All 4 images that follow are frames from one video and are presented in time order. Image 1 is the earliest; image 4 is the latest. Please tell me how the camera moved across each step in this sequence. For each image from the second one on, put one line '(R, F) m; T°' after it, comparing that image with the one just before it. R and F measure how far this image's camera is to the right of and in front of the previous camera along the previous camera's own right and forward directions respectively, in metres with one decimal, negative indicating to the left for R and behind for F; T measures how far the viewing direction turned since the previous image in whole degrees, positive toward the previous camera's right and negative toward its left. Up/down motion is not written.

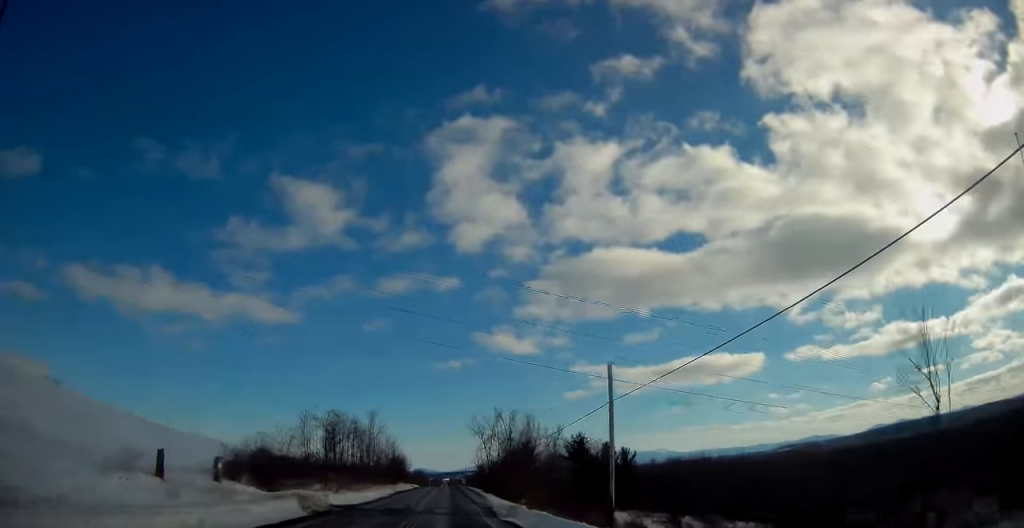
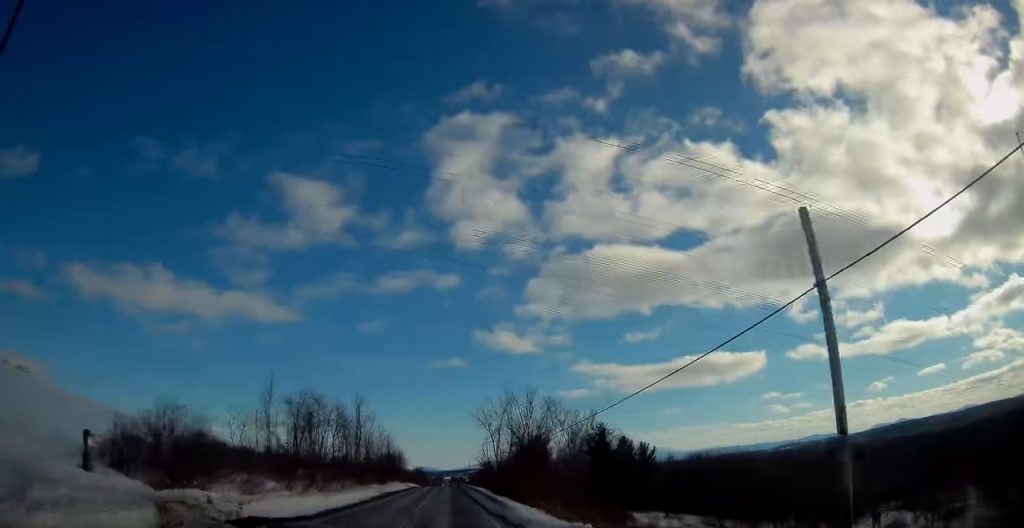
(+0.2, +14.2) m; 0°
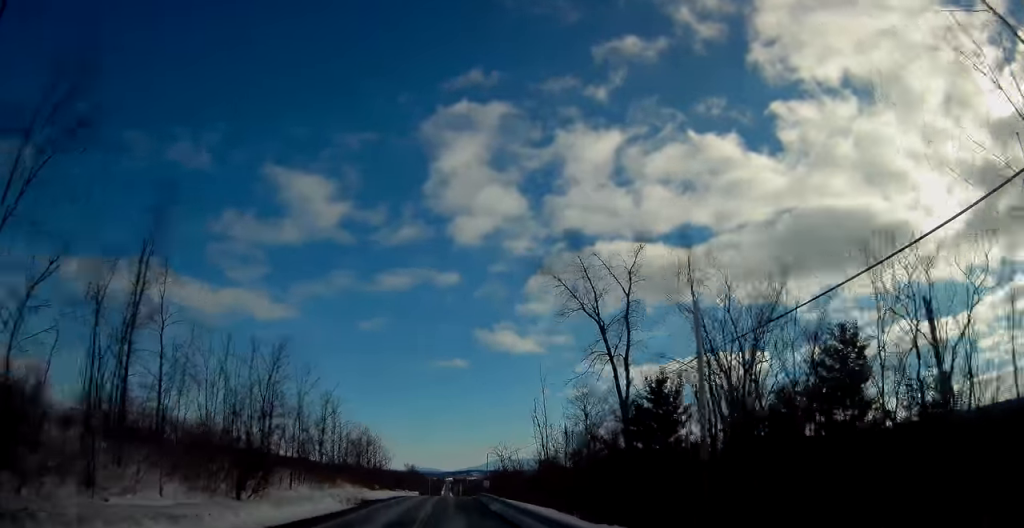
(-0.6, +59.8) m; 0°
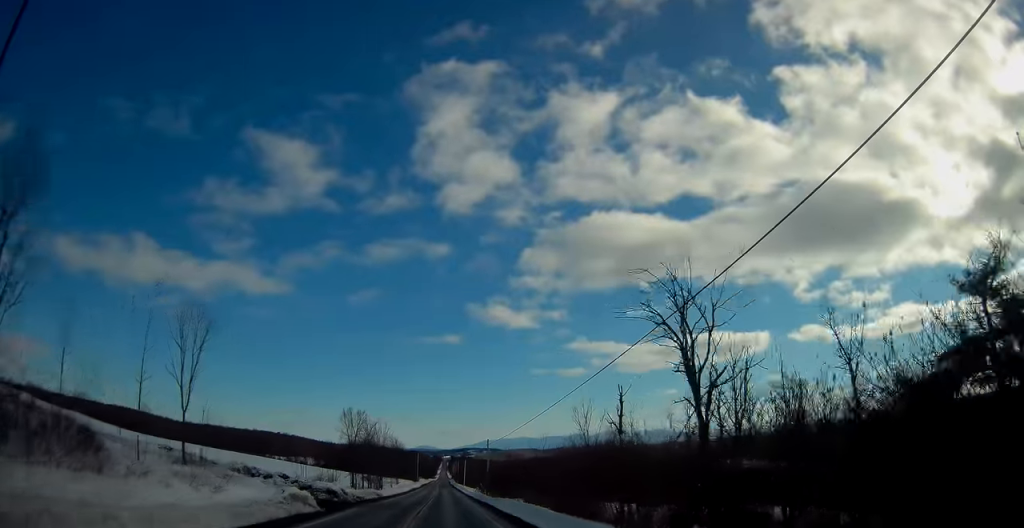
(+0.5, +95.3) m; 0°
